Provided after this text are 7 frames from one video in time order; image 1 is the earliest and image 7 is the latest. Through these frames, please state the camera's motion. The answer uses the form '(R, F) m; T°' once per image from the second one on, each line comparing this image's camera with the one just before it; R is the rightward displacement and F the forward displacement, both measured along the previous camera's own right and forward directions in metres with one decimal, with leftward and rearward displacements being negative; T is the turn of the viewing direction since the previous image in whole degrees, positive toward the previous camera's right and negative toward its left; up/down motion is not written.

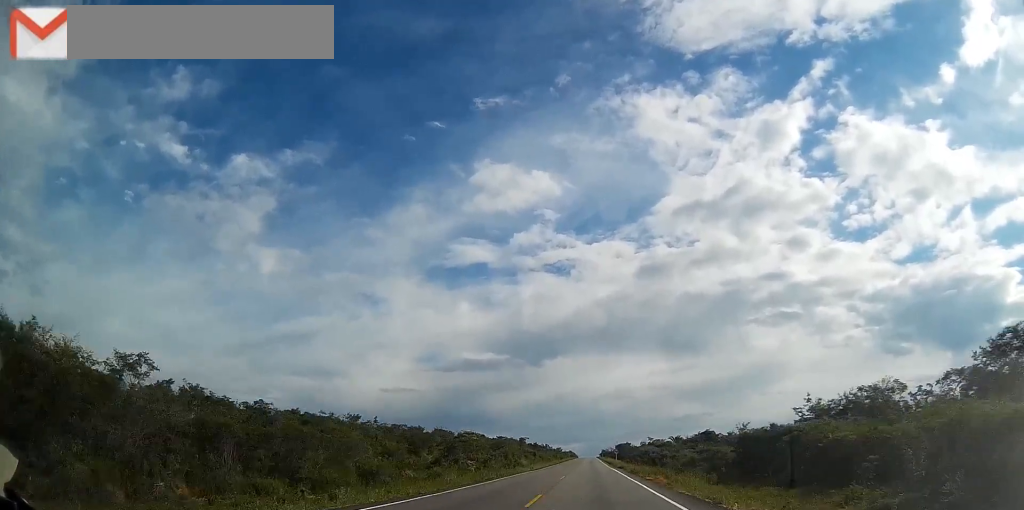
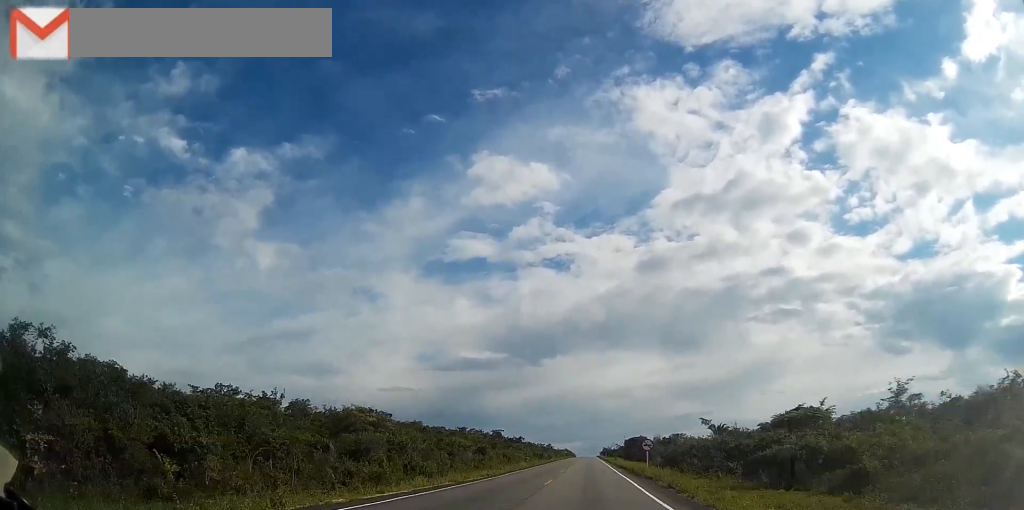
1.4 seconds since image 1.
(+0.3, +53.8) m; 0°
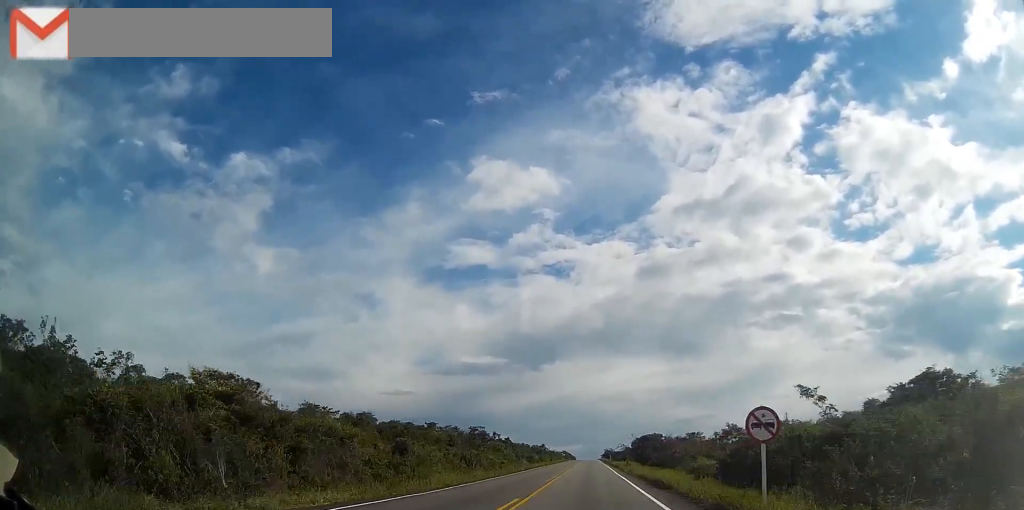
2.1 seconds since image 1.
(-0.1, +27.6) m; 0°
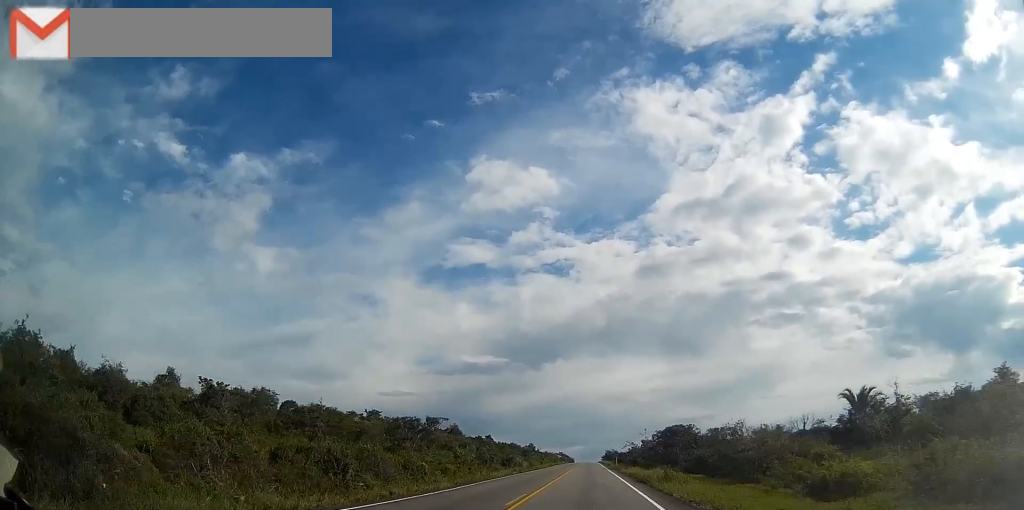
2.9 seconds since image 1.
(-0.1, +29.2) m; 0°
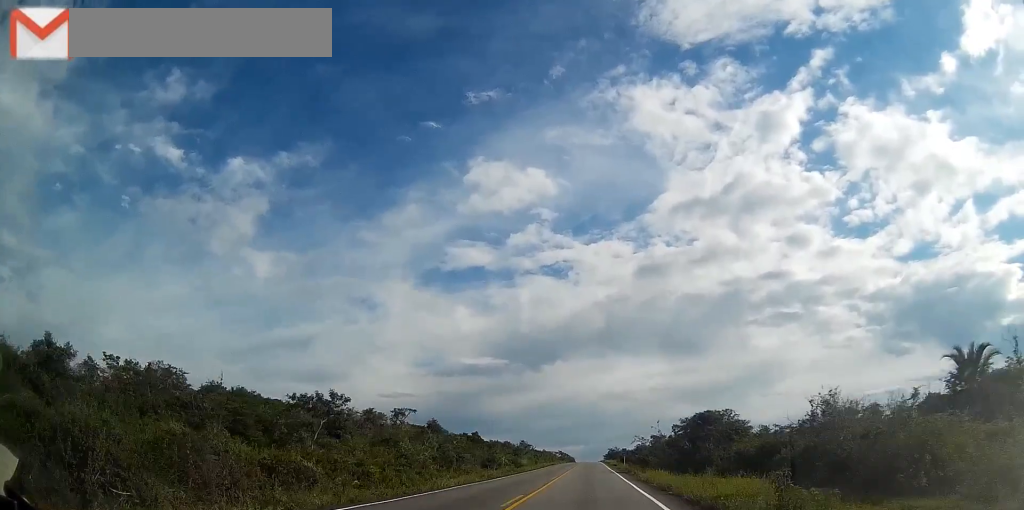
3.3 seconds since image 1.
(0.0, +16.9) m; 0°
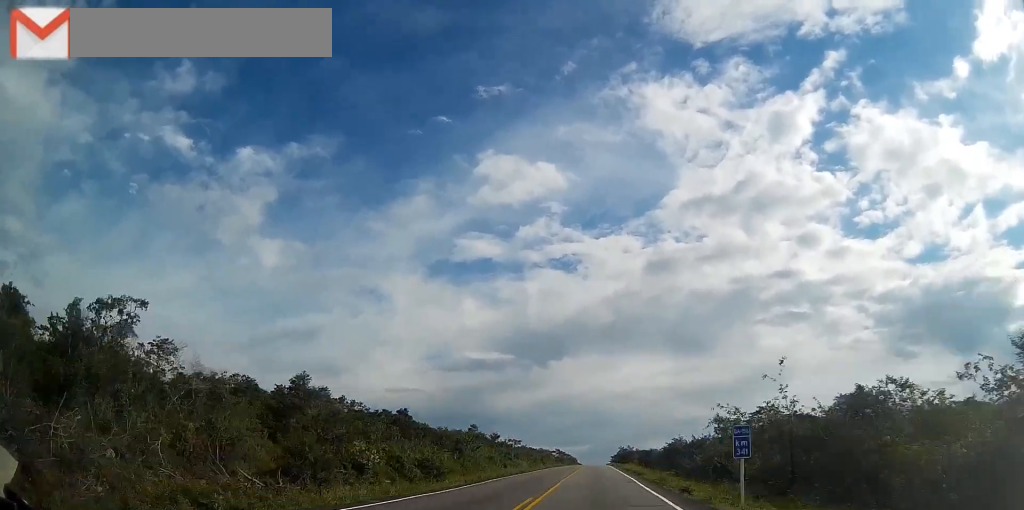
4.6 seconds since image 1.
(0.0, +47.6) m; 0°
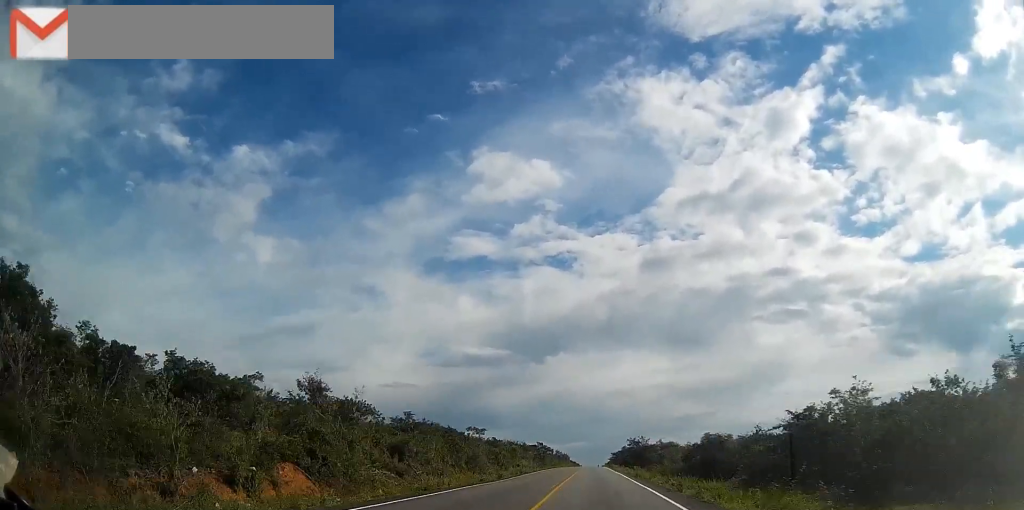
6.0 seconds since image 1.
(-0.1, +55.4) m; 0°
